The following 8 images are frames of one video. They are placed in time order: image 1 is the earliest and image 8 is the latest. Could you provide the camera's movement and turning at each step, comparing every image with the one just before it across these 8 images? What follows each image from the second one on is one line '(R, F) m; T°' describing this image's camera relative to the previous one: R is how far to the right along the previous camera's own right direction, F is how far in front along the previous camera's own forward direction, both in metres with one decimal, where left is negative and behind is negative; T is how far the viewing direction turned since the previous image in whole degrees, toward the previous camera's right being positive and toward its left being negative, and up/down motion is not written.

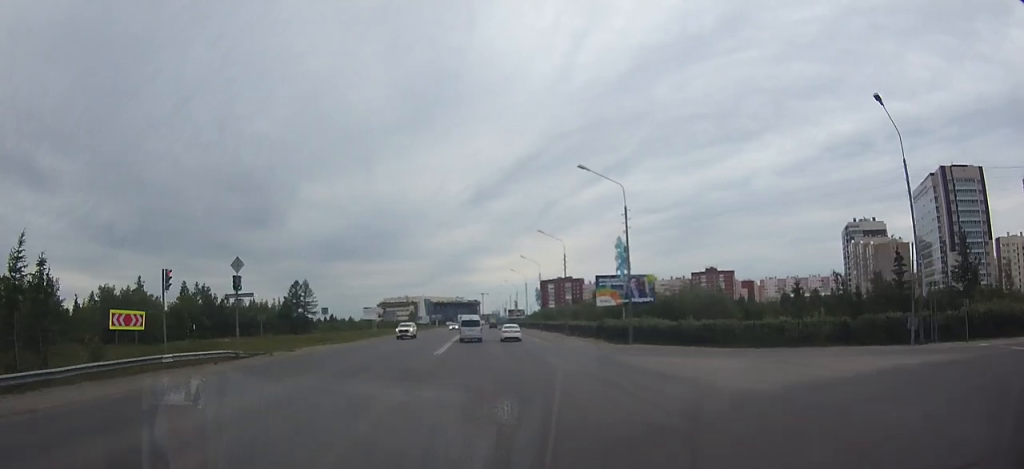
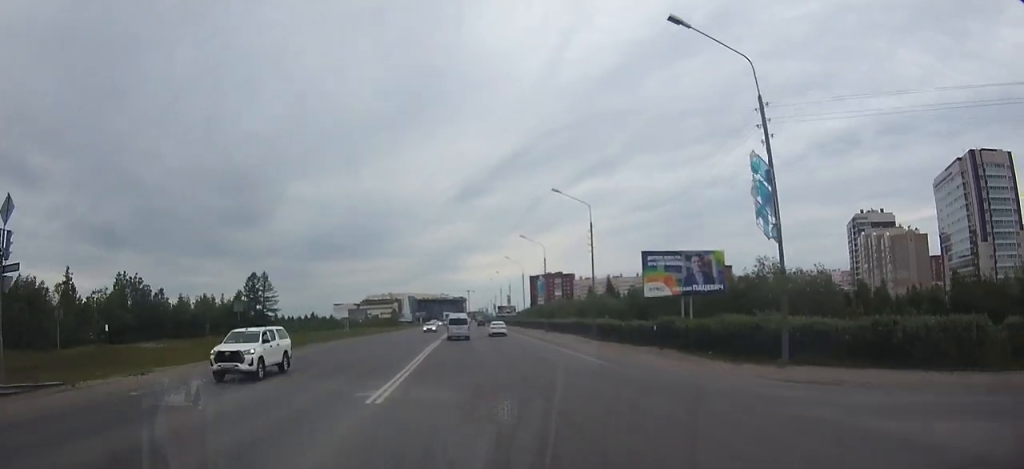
(+0.1, +22.2) m; +1°
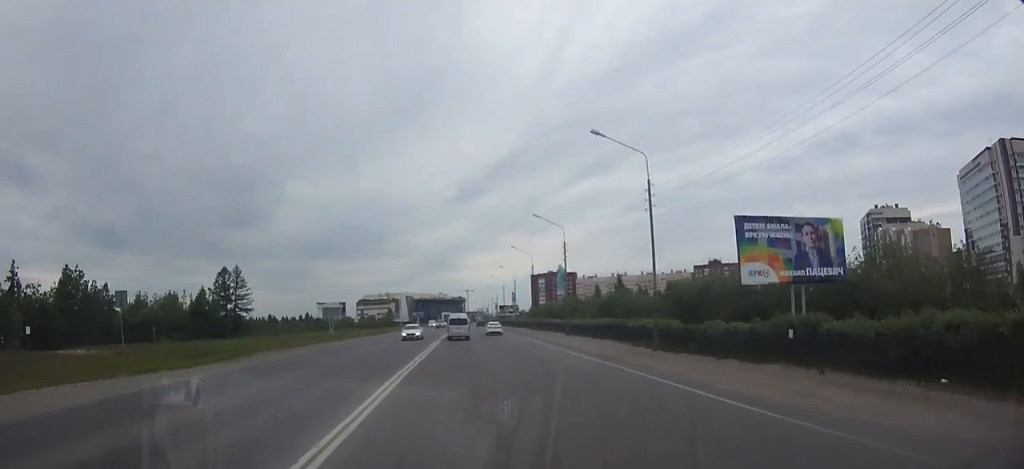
(0.0, +16.9) m; 0°
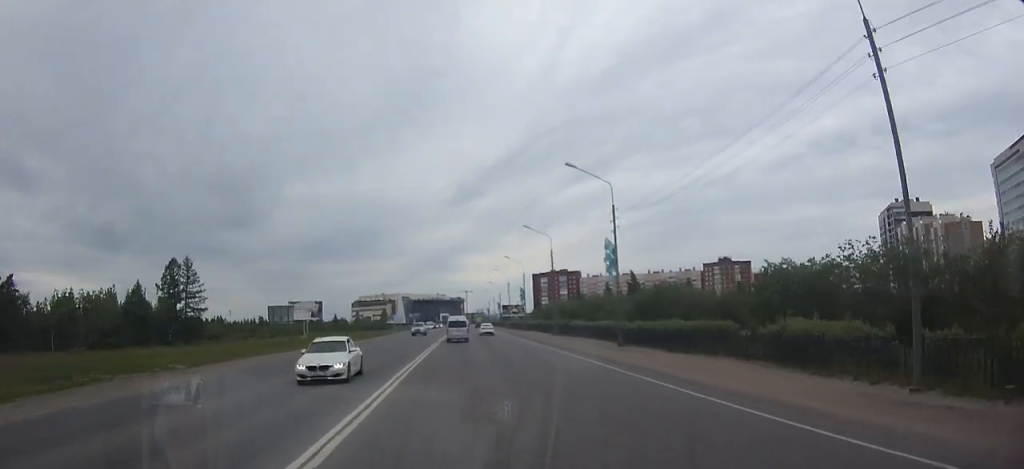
(0.0, +21.0) m; 0°
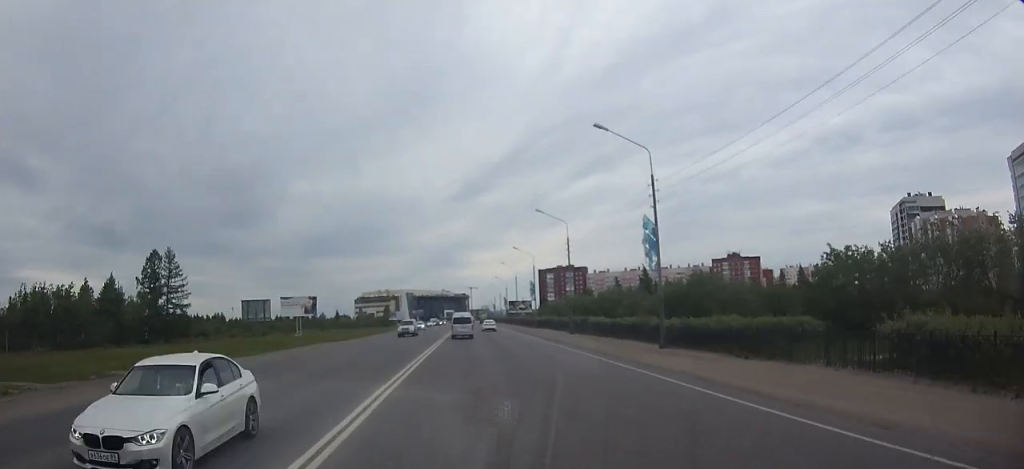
(0.0, +7.5) m; 0°
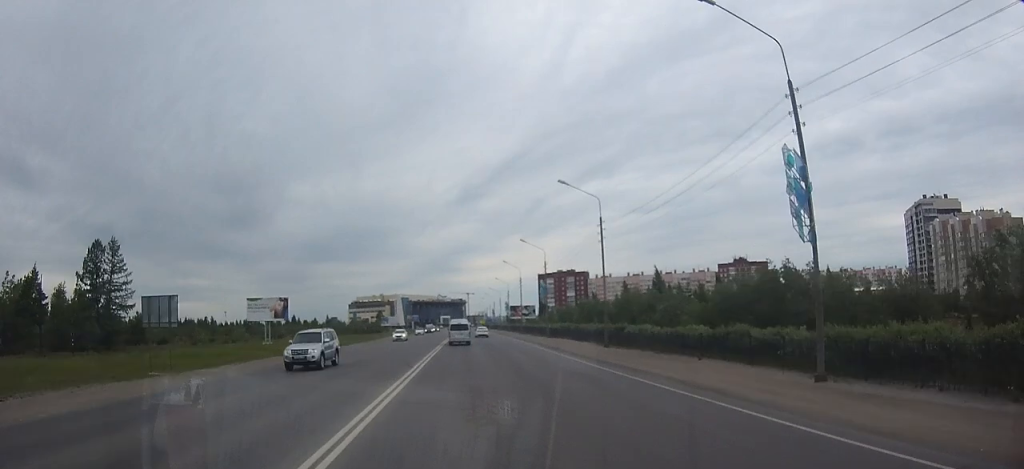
(0.0, +14.0) m; 0°
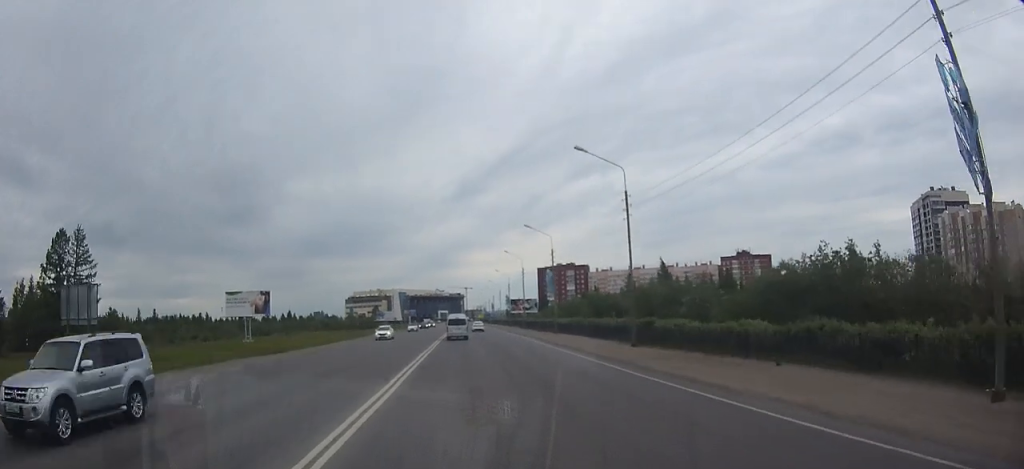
(0.0, +6.6) m; 0°
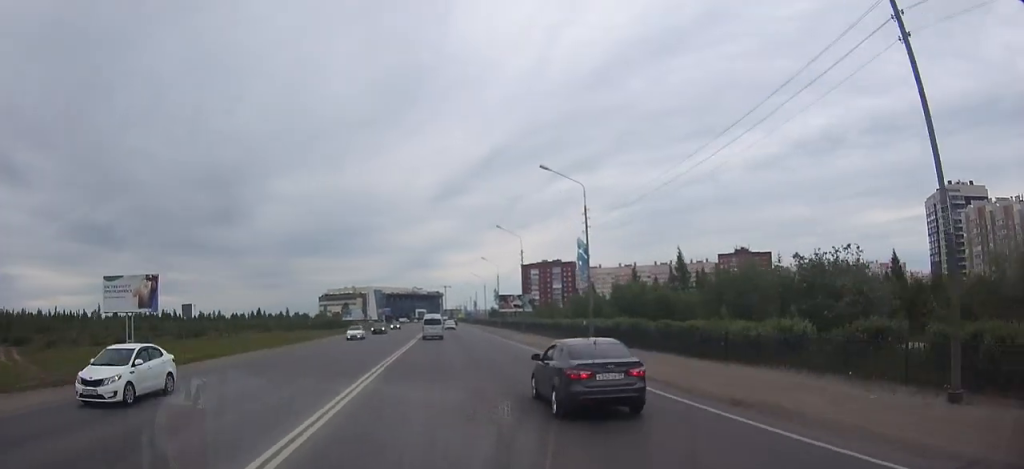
(+0.2, +22.5) m; +2°
